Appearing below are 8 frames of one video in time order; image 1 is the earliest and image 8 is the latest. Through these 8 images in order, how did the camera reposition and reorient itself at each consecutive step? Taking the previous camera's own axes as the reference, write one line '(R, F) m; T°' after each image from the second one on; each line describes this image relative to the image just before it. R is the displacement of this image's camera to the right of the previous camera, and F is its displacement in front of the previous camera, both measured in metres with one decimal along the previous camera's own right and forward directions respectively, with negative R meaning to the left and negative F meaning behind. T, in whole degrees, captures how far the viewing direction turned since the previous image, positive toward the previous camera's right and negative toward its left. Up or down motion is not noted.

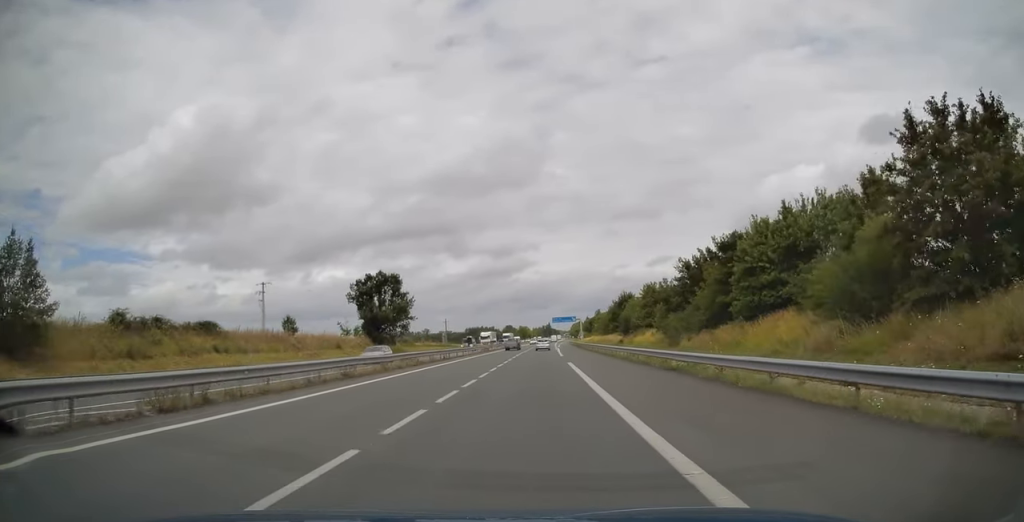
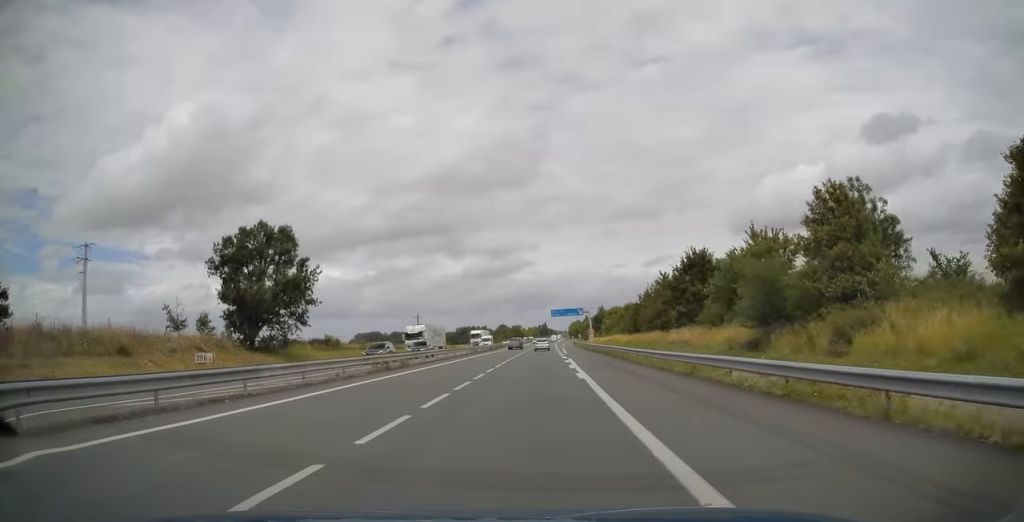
(+0.2, +45.3) m; 0°
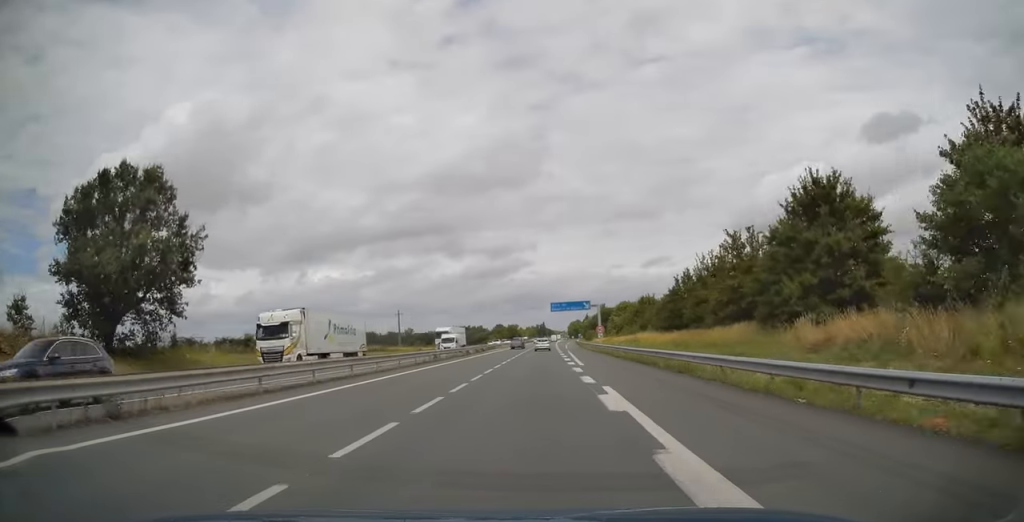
(+0.1, +23.1) m; 0°
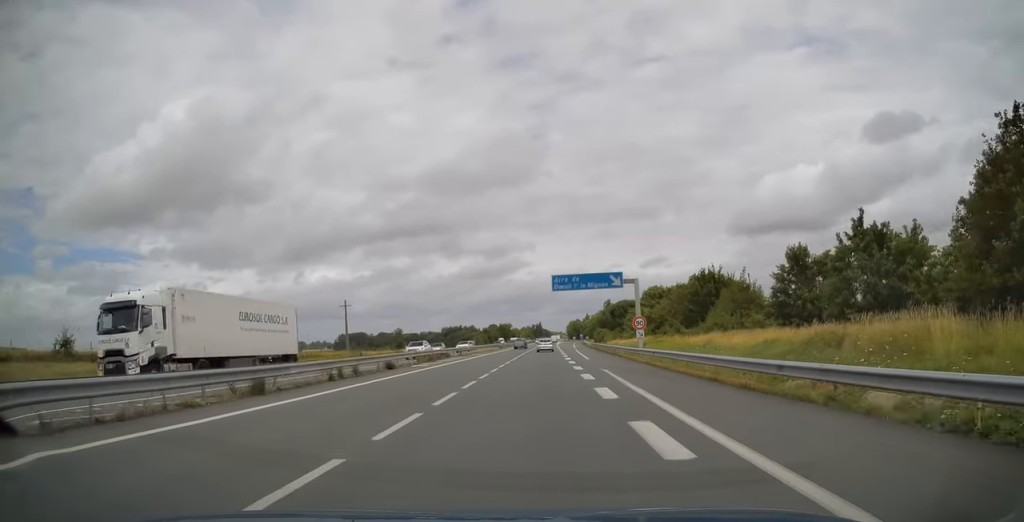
(+0.1, +42.9) m; 0°
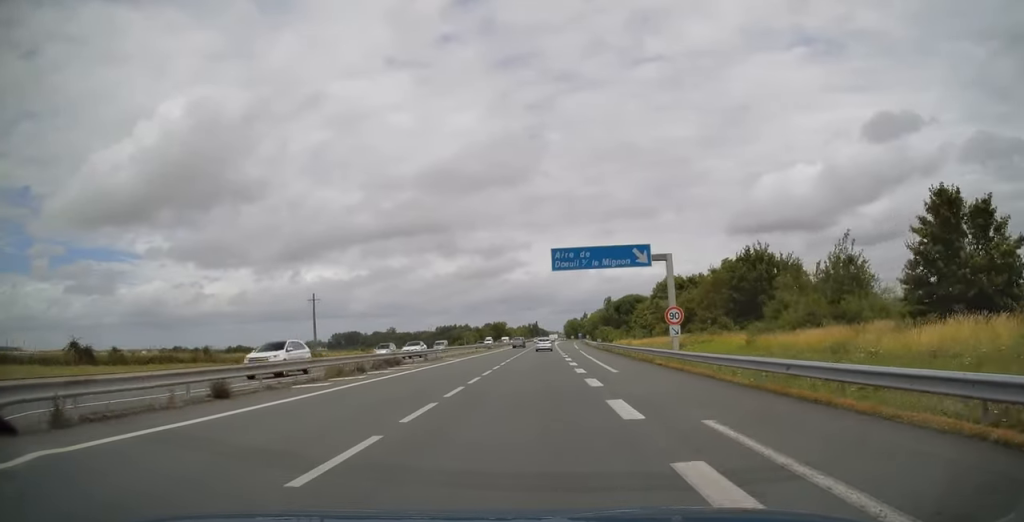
(0.0, +16.1) m; 0°
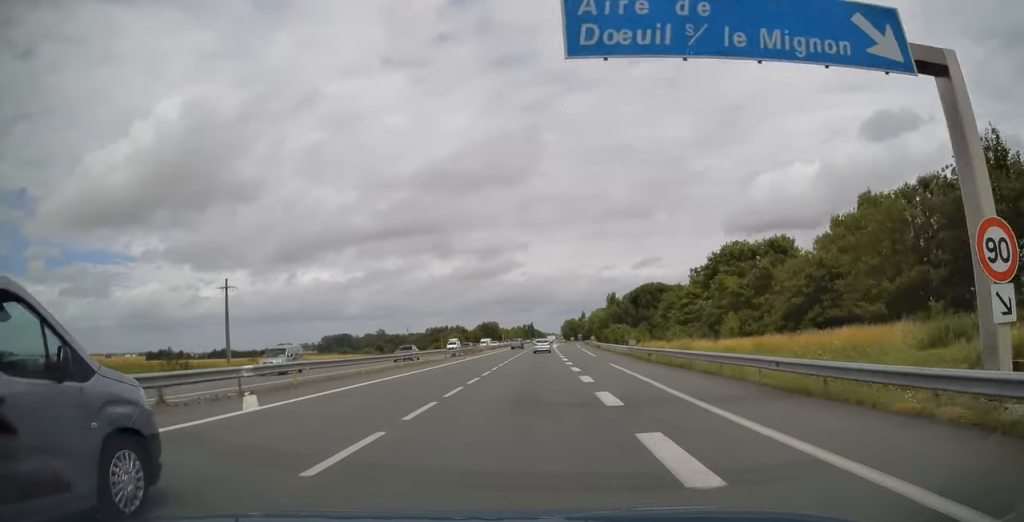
(+0.1, +30.6) m; 0°
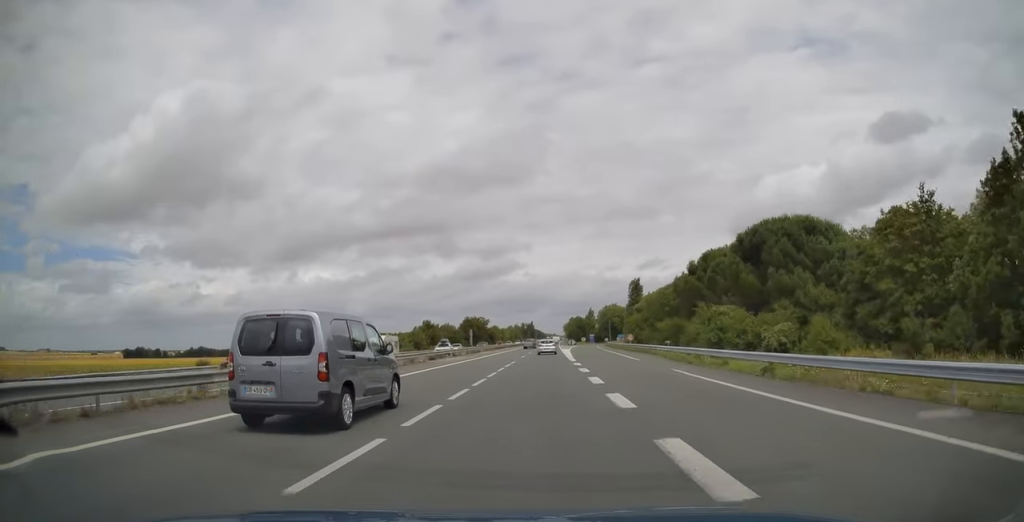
(+0.2, +58.4) m; 0°
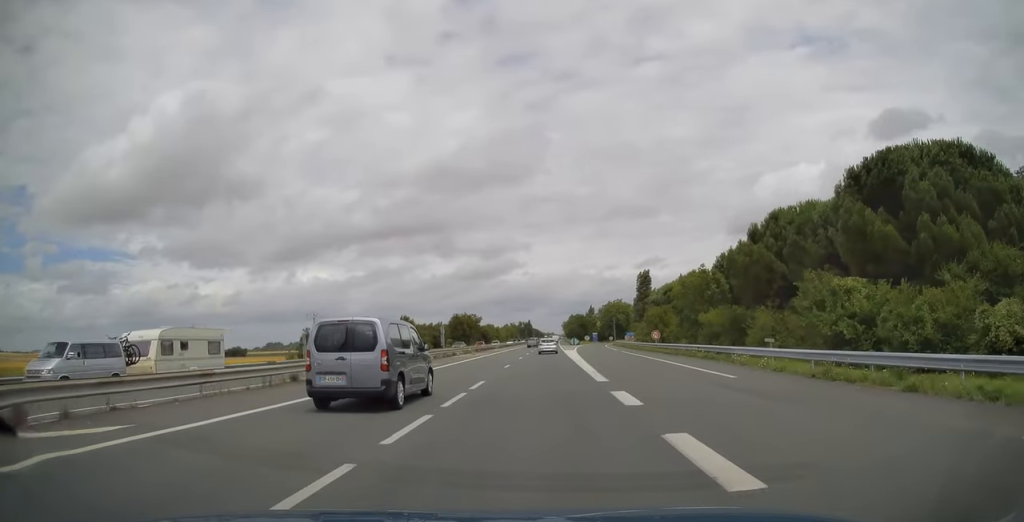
(-0.1, +19.3) m; 0°
